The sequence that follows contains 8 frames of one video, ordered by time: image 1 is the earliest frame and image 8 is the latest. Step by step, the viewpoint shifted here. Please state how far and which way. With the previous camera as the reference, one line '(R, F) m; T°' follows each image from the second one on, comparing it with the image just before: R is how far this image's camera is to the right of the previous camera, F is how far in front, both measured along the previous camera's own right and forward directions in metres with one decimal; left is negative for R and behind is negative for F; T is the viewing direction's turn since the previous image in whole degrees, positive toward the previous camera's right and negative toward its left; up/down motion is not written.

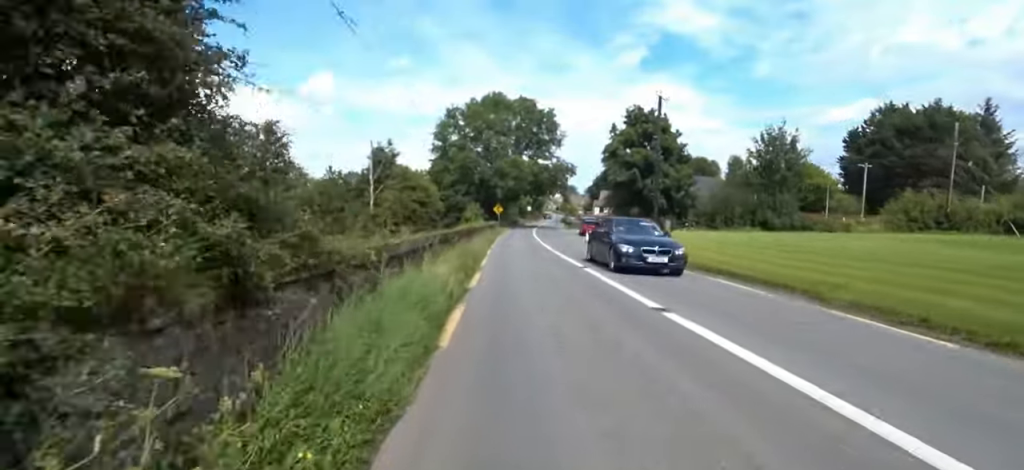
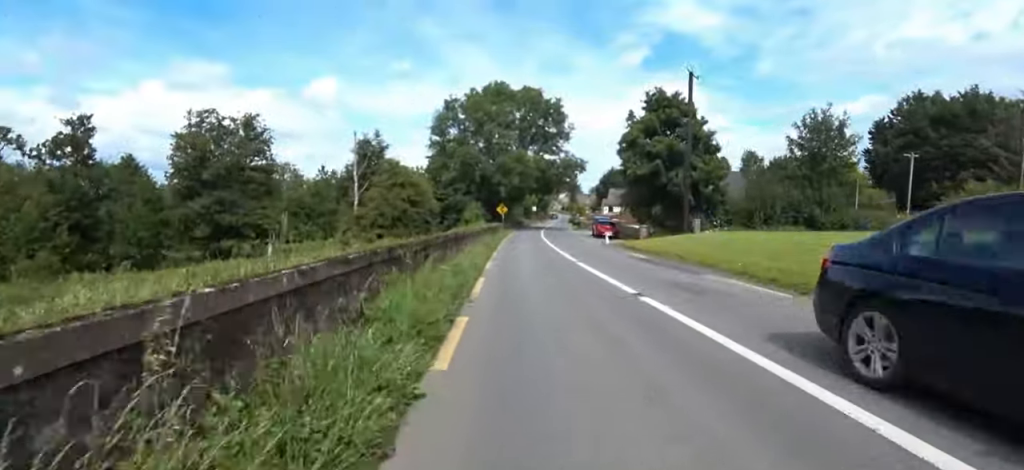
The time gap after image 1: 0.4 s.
(+0.3, +4.8) m; +2°
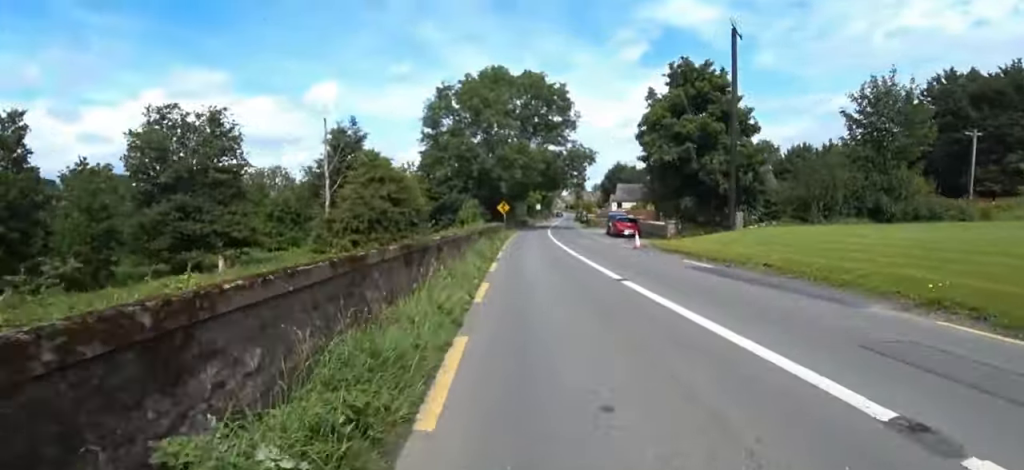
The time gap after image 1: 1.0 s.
(+0.2, +5.3) m; +2°
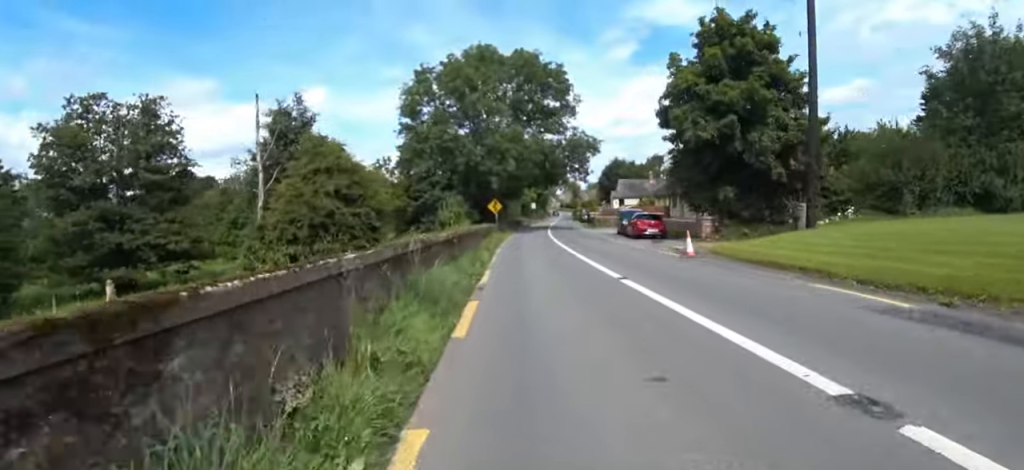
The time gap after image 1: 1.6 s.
(0.0, +6.5) m; 0°
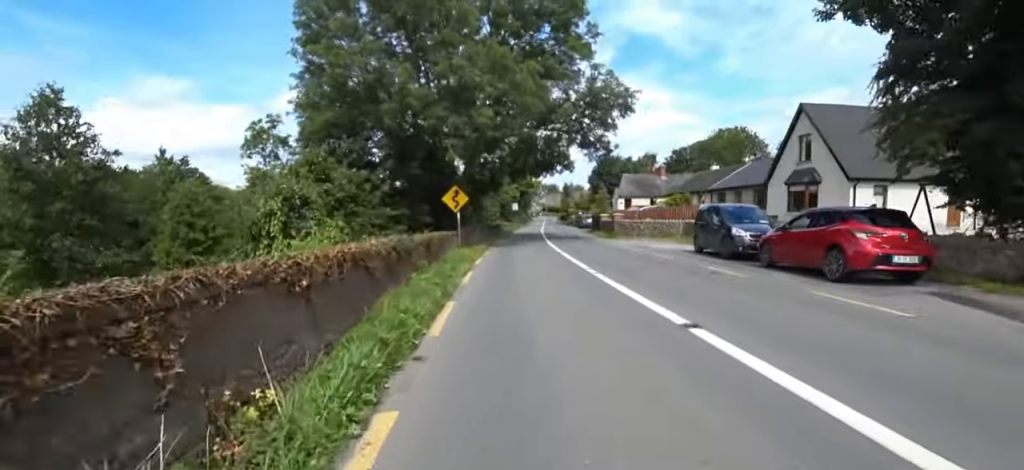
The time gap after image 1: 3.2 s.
(+0.9, +16.9) m; +9°
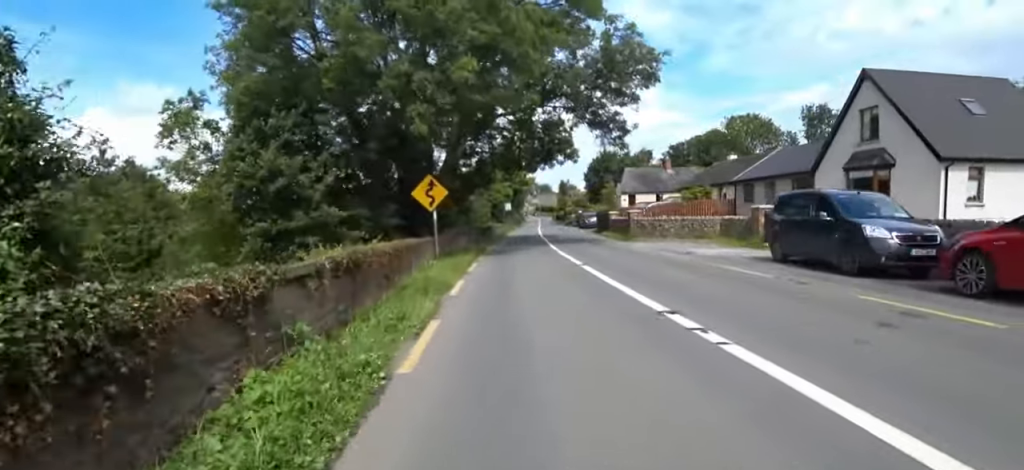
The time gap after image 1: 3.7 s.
(+0.8, +5.3) m; 0°
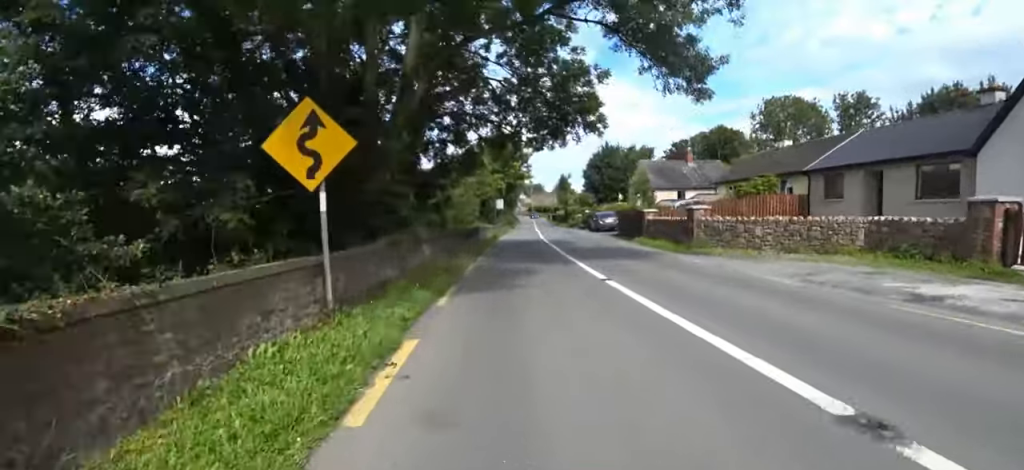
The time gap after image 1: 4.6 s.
(-0.8, +9.1) m; -6°
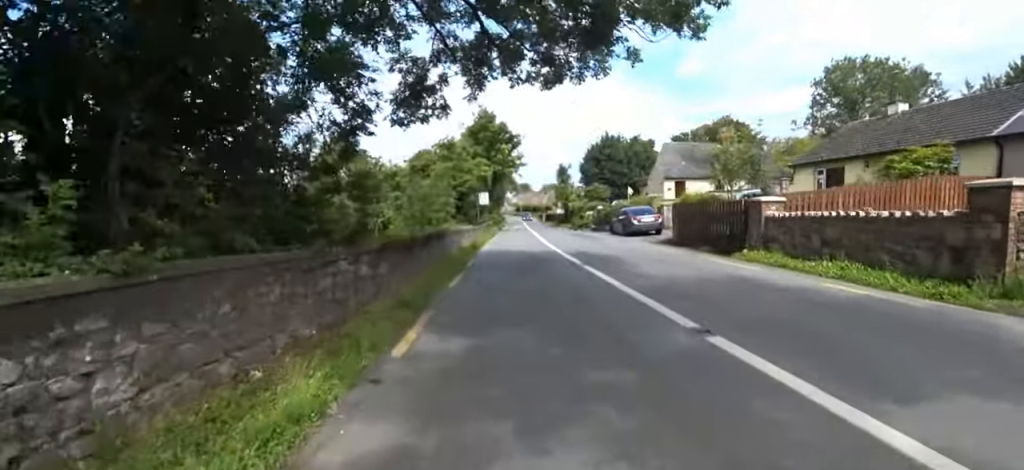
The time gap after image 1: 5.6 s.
(-0.5, +10.7) m; 0°
